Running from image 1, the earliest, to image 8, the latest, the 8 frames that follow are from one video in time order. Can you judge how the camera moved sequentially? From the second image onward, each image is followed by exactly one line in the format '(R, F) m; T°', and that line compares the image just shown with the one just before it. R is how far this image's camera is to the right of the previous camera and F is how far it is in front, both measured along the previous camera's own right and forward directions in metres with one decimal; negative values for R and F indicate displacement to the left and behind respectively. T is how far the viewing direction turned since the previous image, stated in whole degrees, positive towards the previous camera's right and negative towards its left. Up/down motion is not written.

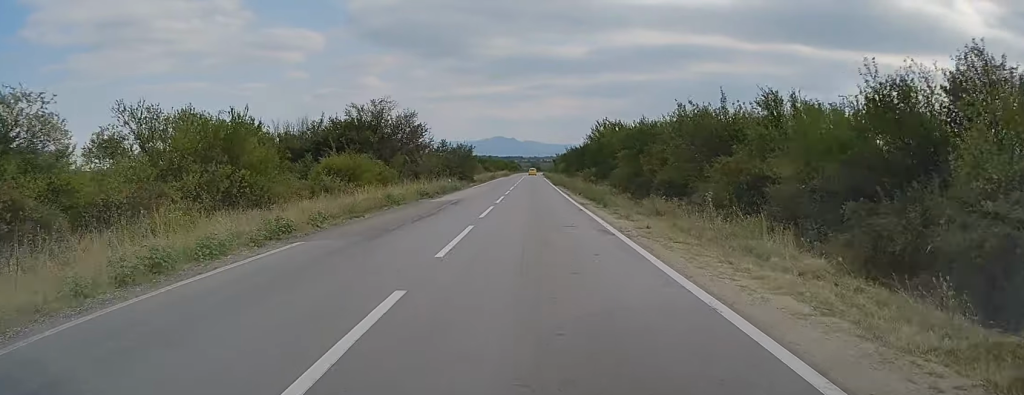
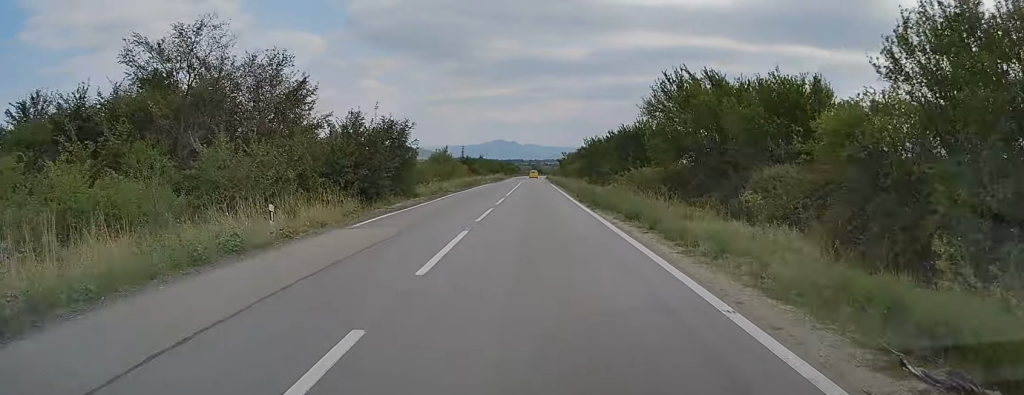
(+0.1, +37.8) m; 0°
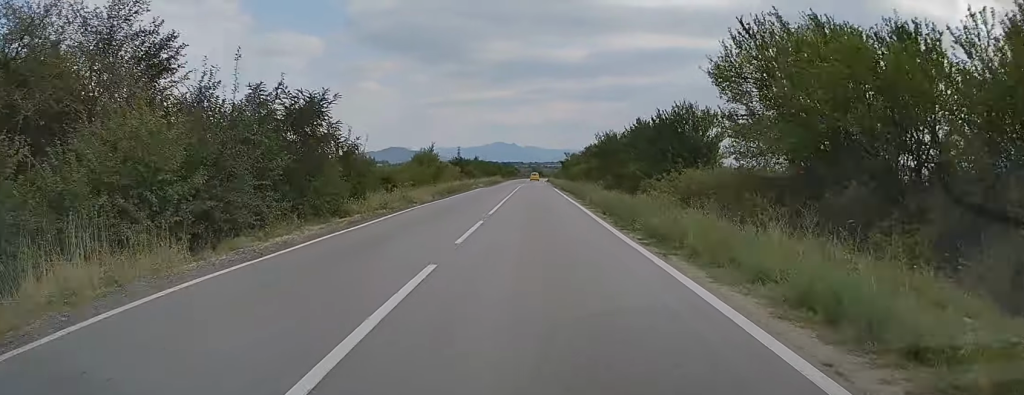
(0.0, +14.0) m; 0°
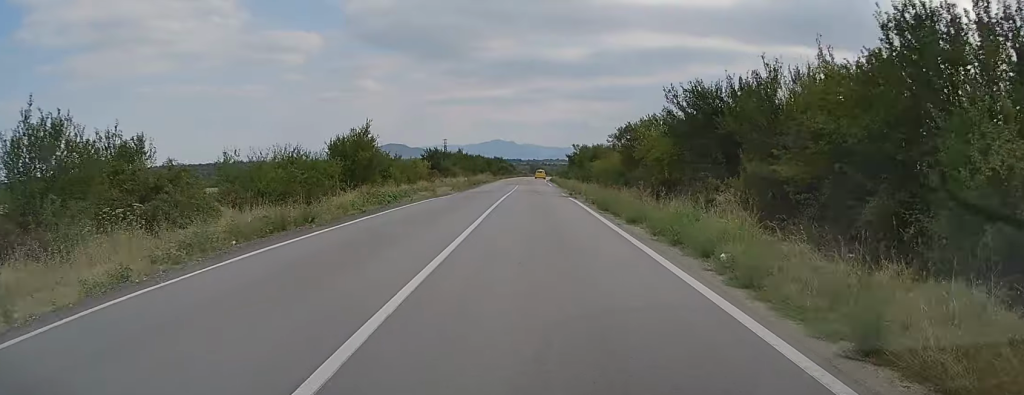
(0.0, +33.4) m; 0°
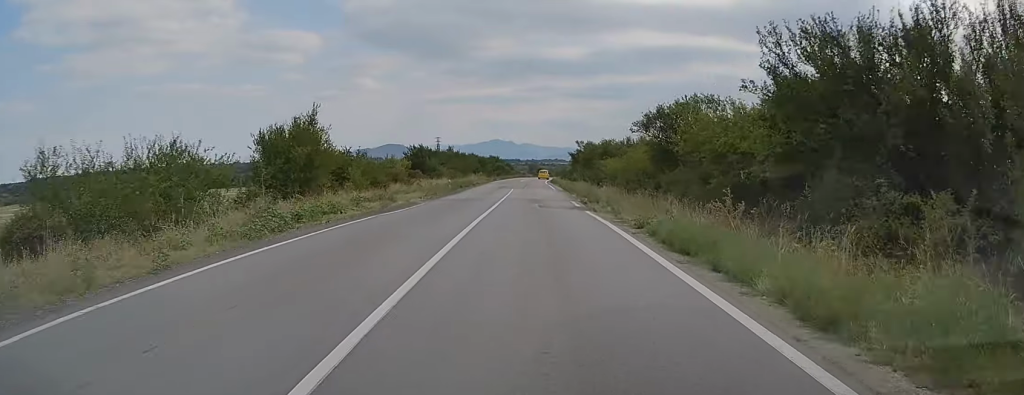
(-0.1, +13.0) m; 0°
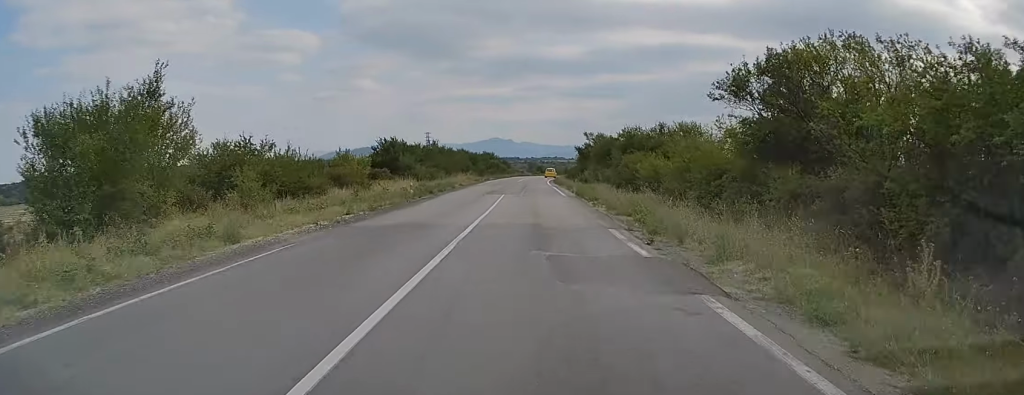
(+0.1, +17.6) m; 0°
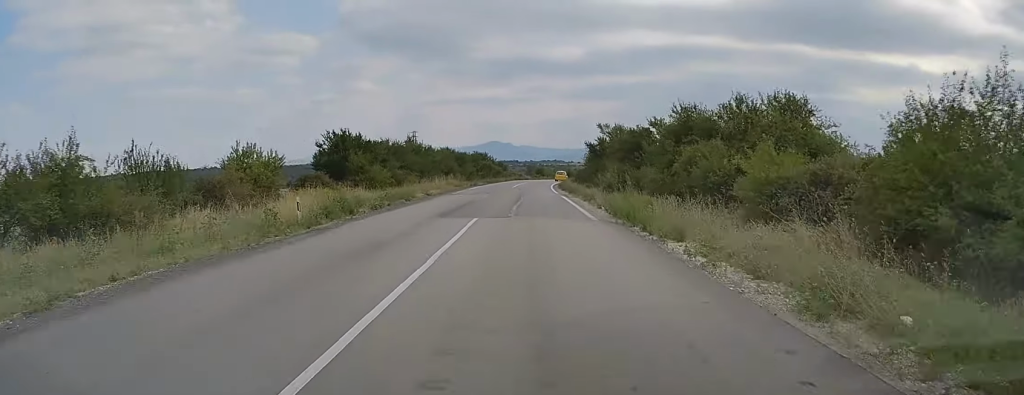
(+0.1, +18.9) m; 0°
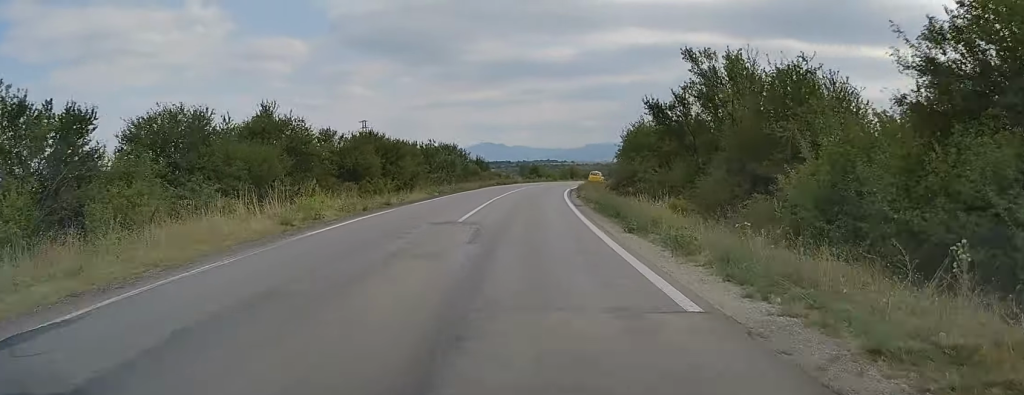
(-0.2, +40.4) m; 0°
